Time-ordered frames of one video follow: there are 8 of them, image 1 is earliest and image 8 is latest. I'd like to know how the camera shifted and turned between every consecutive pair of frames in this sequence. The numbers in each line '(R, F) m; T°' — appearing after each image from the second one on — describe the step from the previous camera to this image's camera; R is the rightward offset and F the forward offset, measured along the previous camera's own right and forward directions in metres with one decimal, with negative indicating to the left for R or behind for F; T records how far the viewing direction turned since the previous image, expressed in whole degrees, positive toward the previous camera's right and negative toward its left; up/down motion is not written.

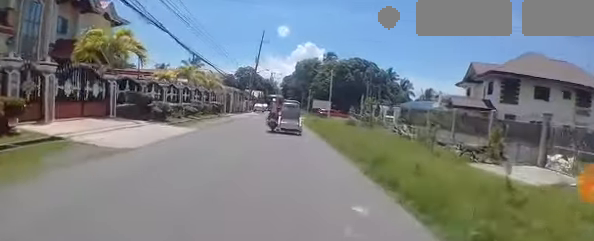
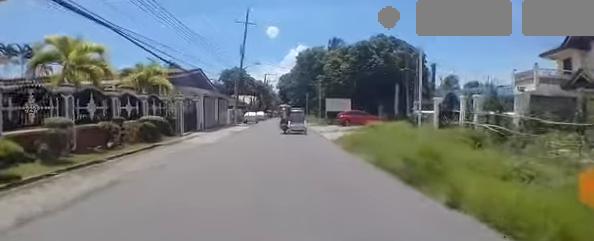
(+0.7, +15.7) m; +6°
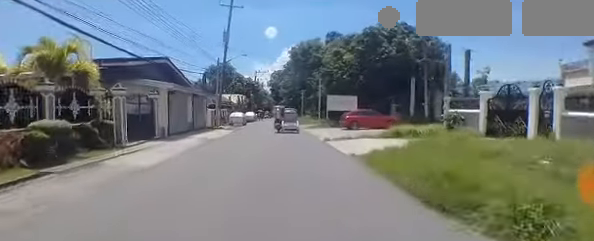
(0.0, +6.5) m; 0°
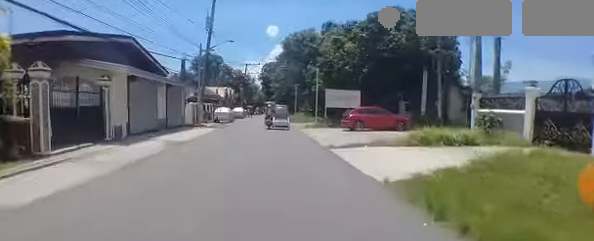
(0.0, +3.8) m; 0°
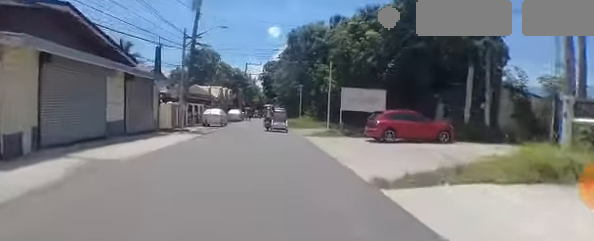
(0.0, +6.1) m; -1°
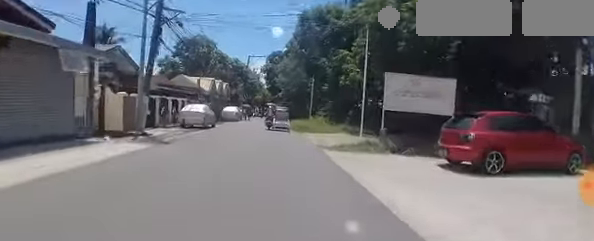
(-0.2, +7.4) m; -2°
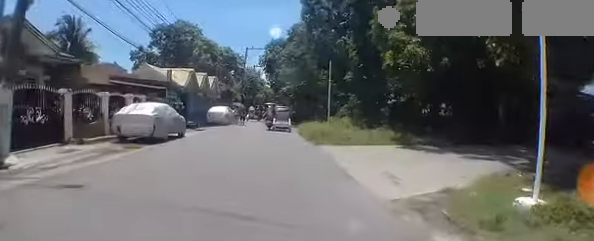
(0.0, +7.8) m; +2°
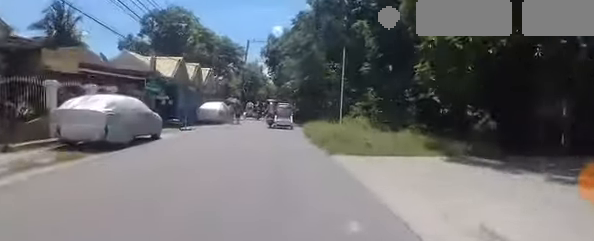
(+0.1, +3.1) m; +1°
